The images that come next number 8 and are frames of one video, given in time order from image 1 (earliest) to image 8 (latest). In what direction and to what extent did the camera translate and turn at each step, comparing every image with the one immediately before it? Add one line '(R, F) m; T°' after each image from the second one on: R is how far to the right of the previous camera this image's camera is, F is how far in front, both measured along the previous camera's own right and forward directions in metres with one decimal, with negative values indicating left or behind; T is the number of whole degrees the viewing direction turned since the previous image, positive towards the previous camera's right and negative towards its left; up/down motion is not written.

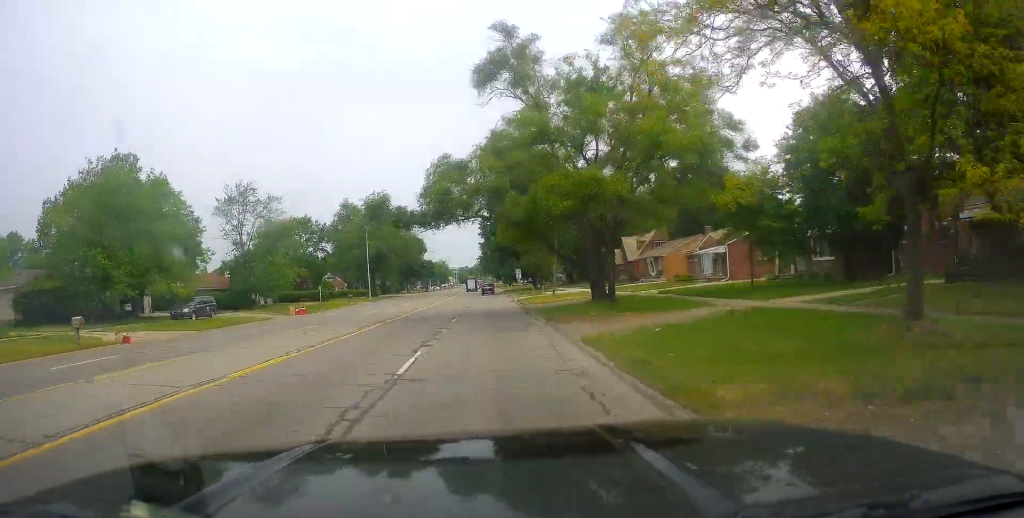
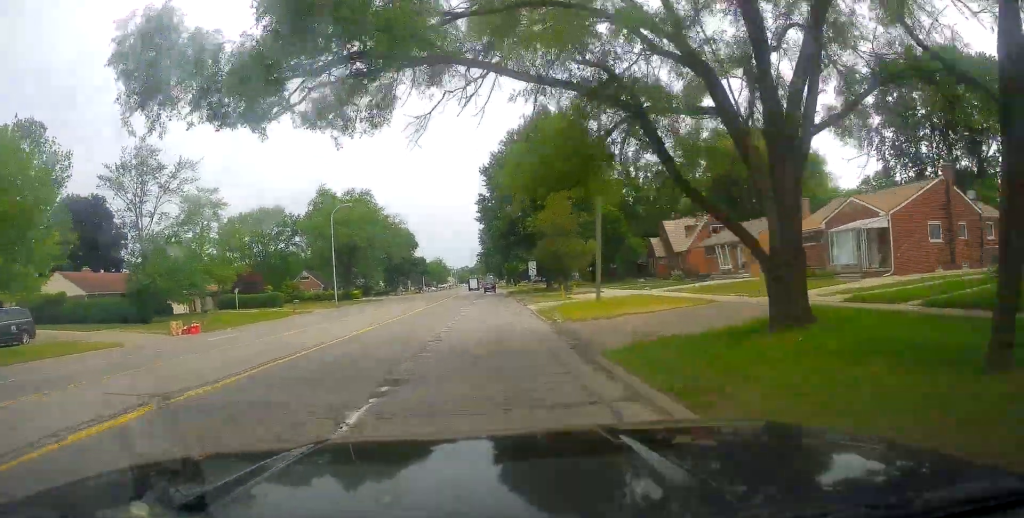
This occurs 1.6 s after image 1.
(-0.2, +21.4) m; +2°
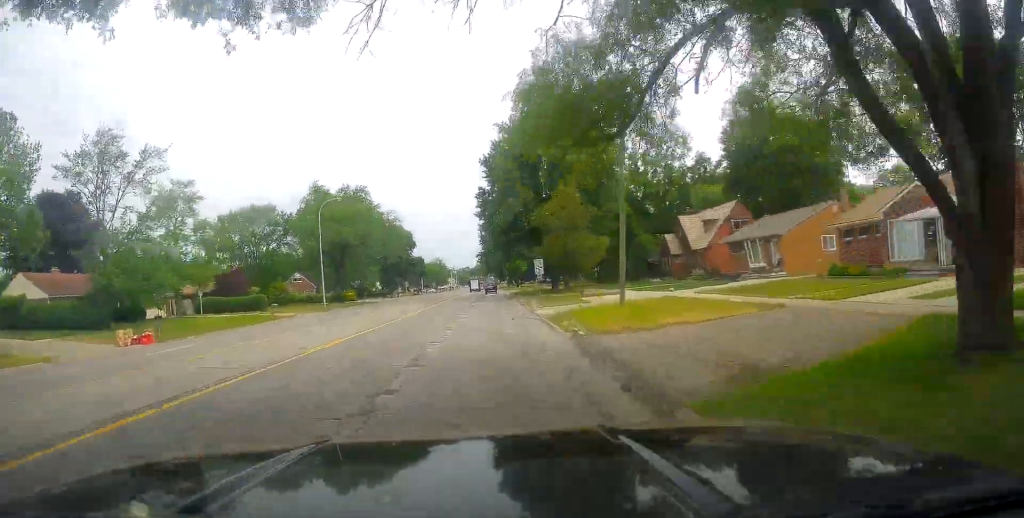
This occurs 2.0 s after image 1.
(+0.1, +5.5) m; +1°
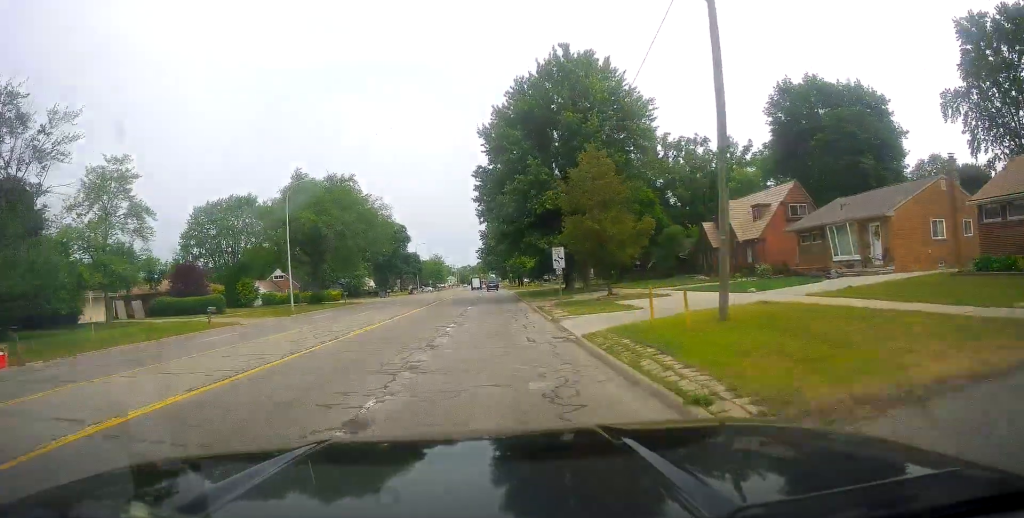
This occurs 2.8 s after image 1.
(0.0, +11.2) m; -1°
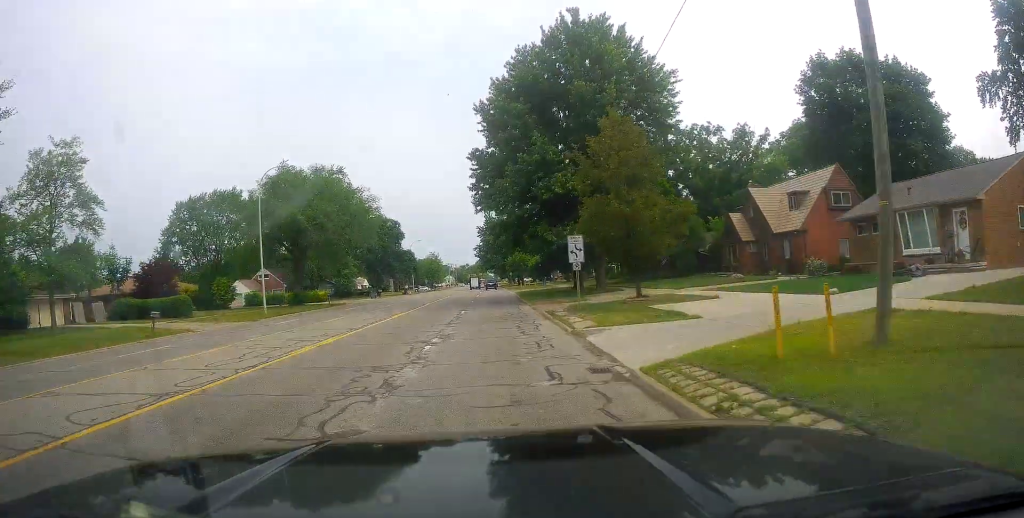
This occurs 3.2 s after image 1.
(-0.1, +6.6) m; 0°
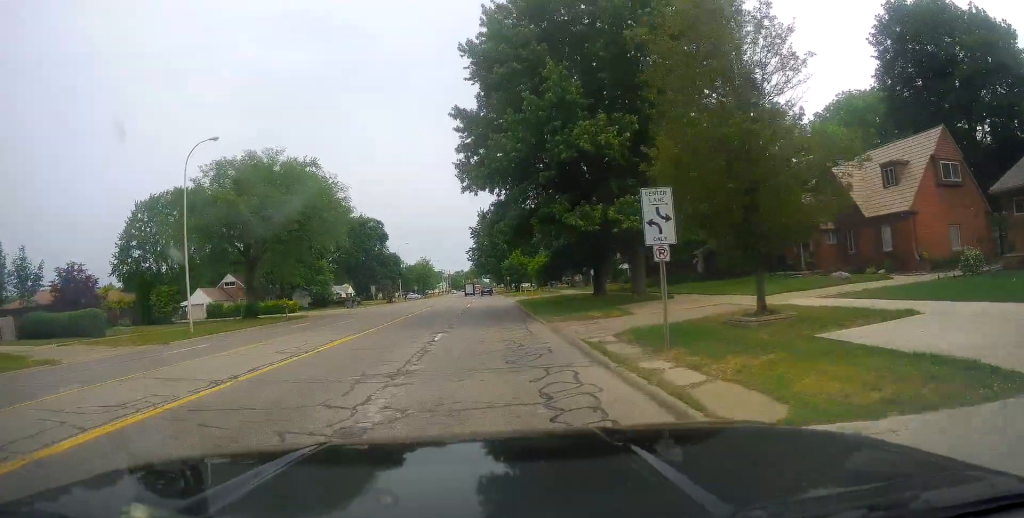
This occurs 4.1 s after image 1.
(-0.2, +12.3) m; 0°
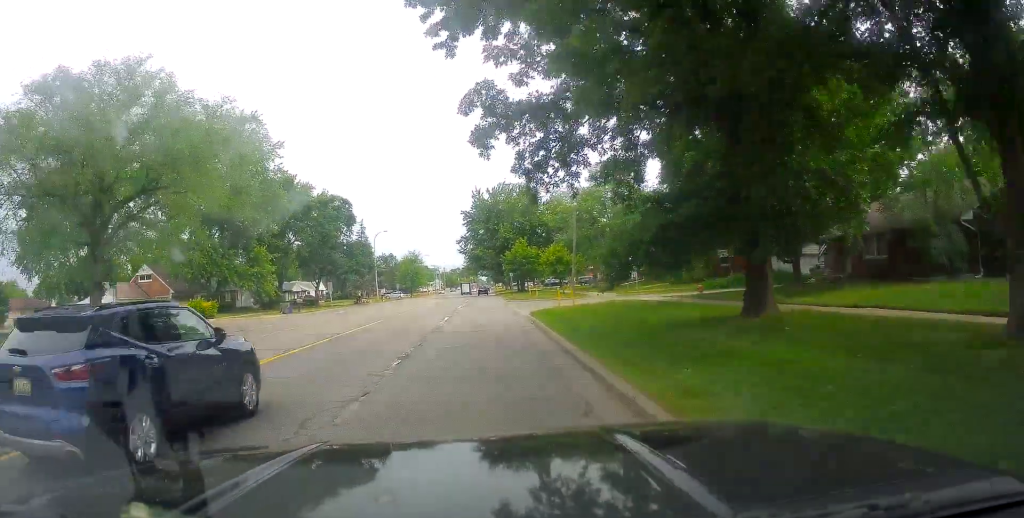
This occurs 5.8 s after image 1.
(+0.6, +24.4) m; +1°
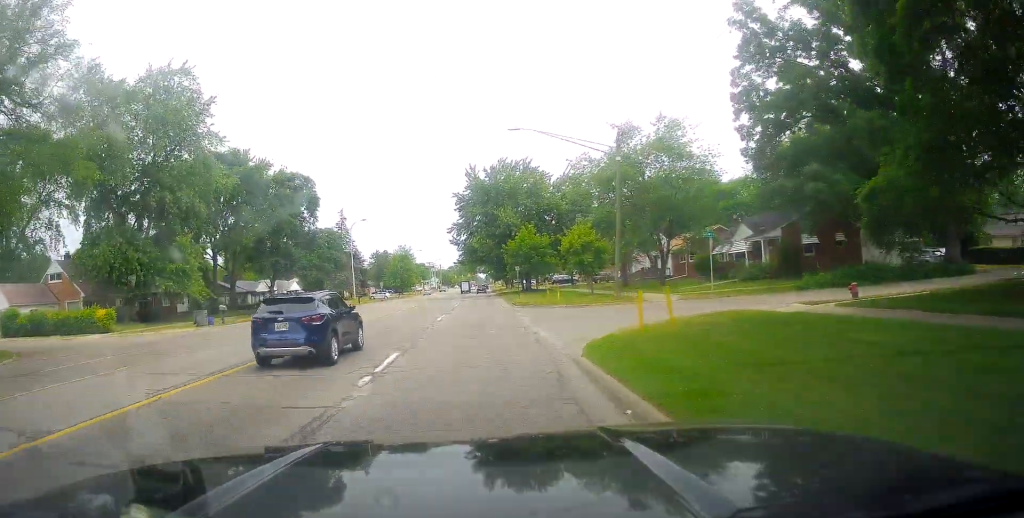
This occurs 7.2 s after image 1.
(-0.4, +18.2) m; -3°
